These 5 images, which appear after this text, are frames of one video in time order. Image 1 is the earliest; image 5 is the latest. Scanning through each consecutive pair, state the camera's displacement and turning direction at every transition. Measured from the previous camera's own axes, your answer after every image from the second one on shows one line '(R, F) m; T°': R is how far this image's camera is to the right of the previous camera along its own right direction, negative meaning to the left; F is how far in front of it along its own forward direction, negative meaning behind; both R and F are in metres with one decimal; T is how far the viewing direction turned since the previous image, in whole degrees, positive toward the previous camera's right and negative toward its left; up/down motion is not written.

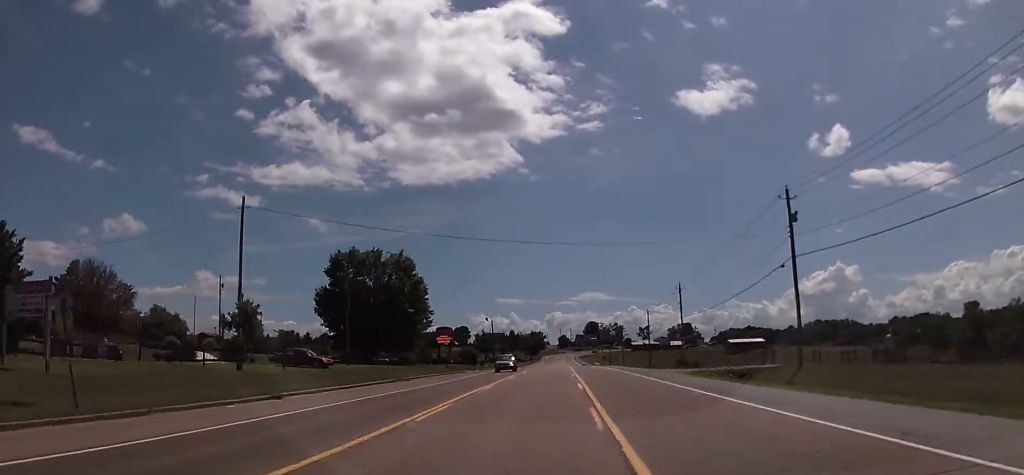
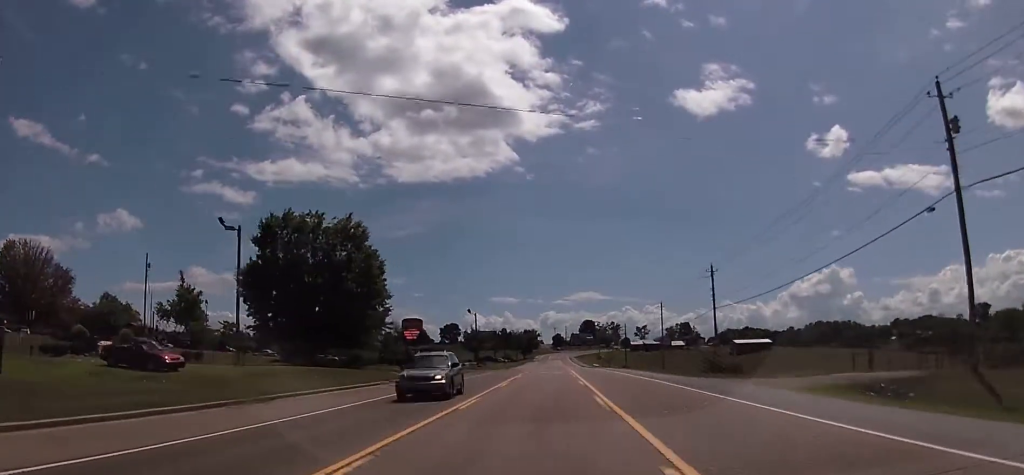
(-0.3, +20.6) m; -1°
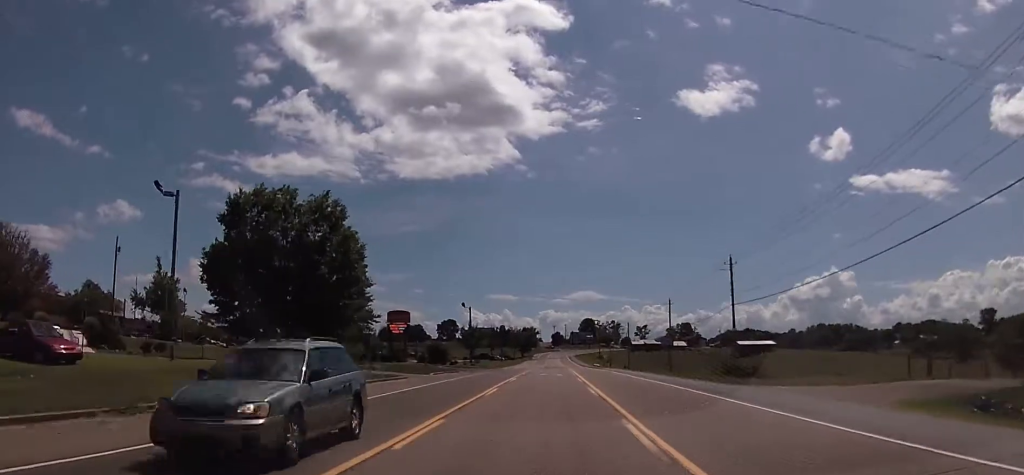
(-0.2, +7.4) m; +1°
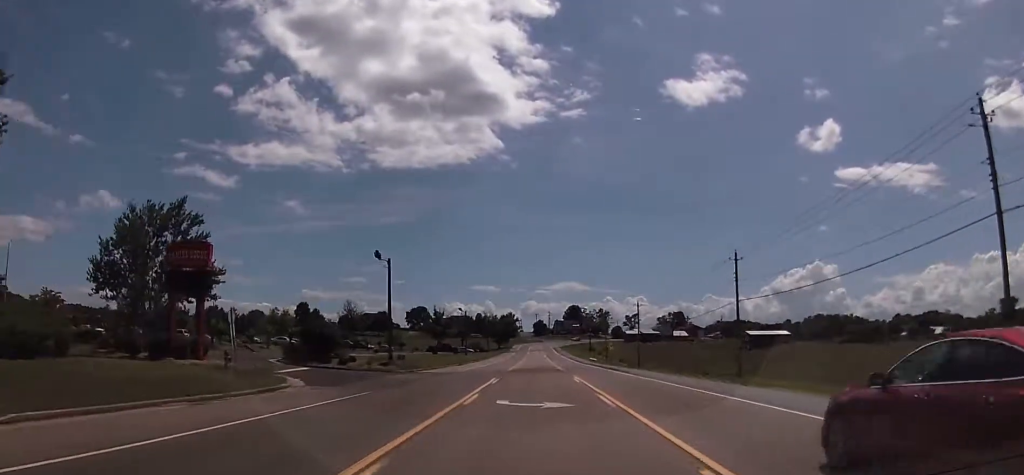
(+0.5, +45.0) m; +1°
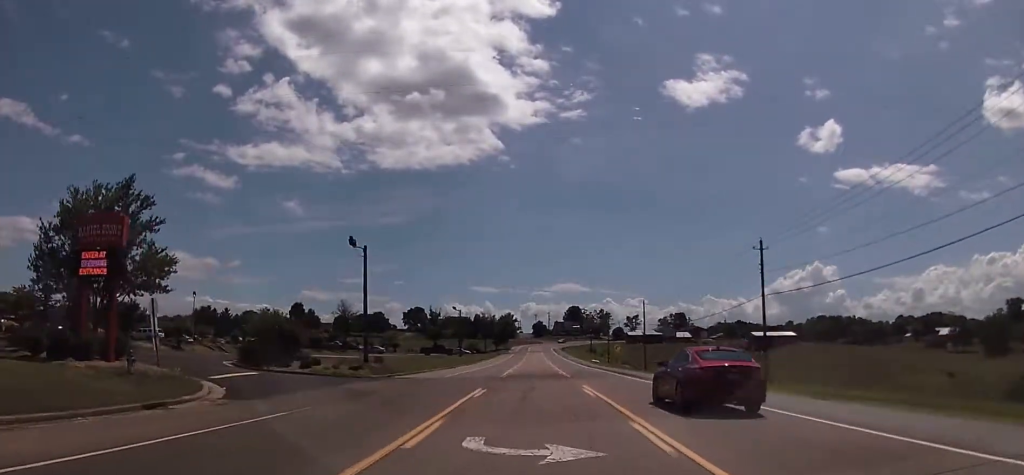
(+0.4, +8.3) m; +2°
